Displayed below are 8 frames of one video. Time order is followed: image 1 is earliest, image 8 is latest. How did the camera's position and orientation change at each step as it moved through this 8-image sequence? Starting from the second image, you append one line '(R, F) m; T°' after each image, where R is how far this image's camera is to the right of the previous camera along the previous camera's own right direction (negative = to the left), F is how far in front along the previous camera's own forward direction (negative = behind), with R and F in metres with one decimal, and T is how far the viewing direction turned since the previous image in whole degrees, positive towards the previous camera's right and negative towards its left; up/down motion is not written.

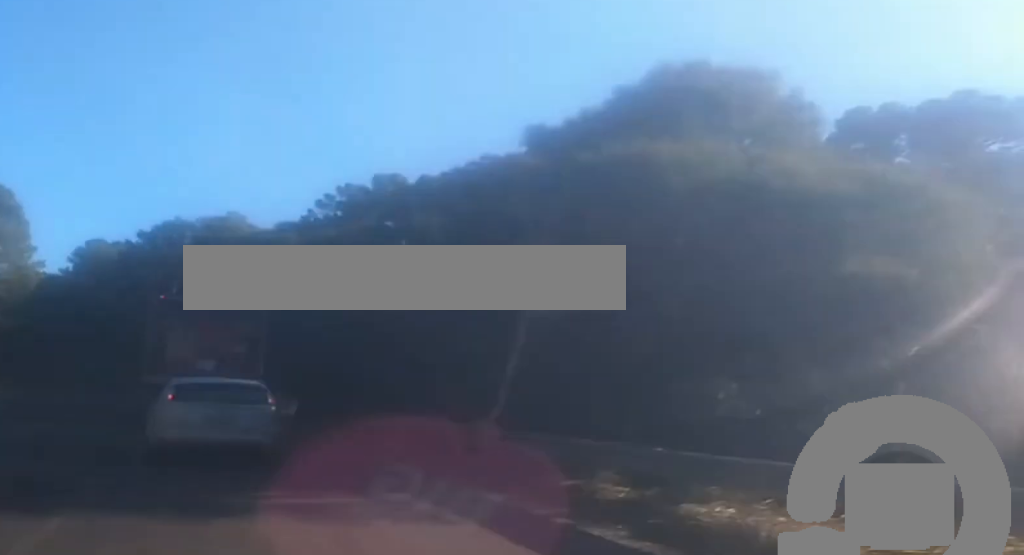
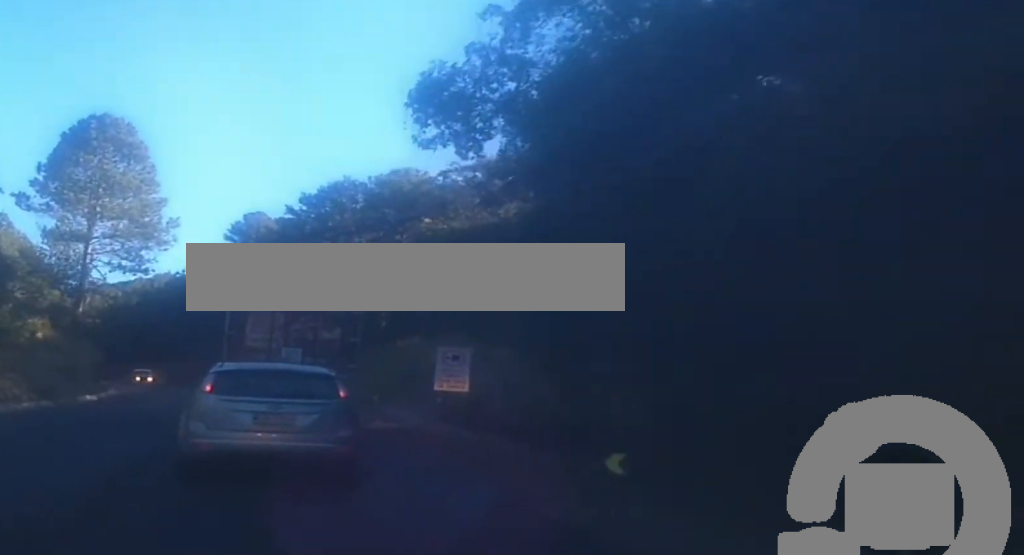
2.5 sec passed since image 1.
(-3.3, +37.9) m; -9°
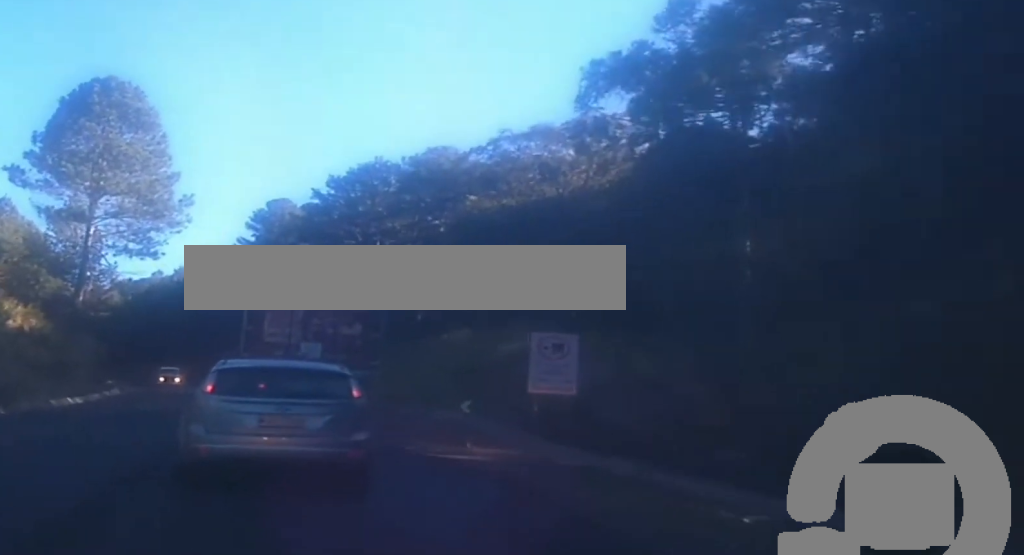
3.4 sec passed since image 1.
(-0.3, +11.9) m; -1°
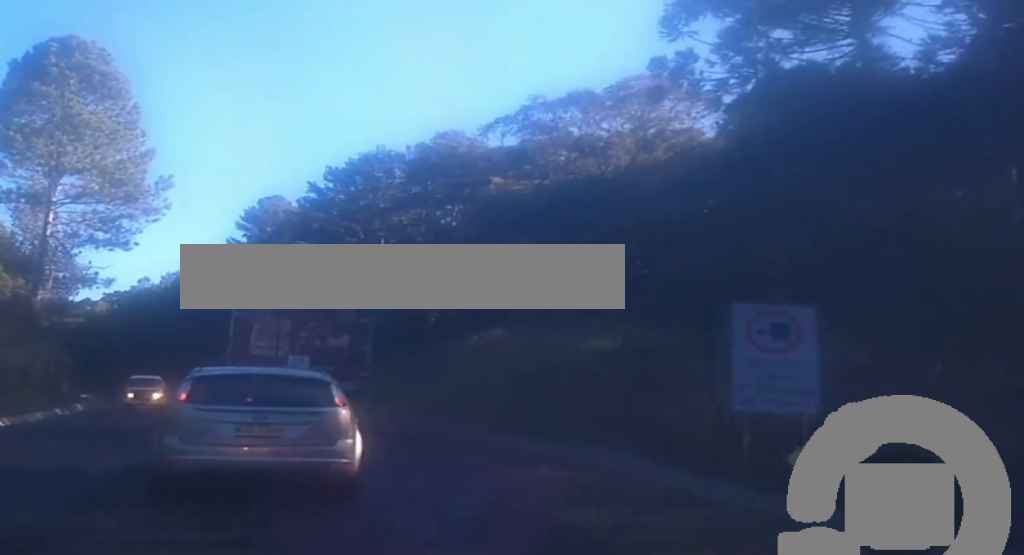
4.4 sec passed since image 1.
(+0.2, +12.8) m; +1°
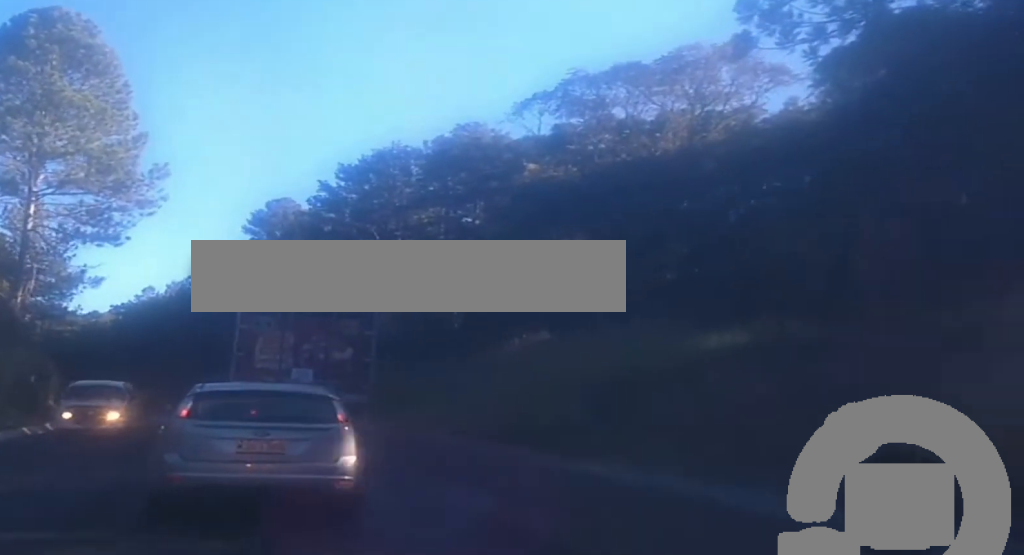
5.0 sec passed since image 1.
(0.0, +8.7) m; 0°
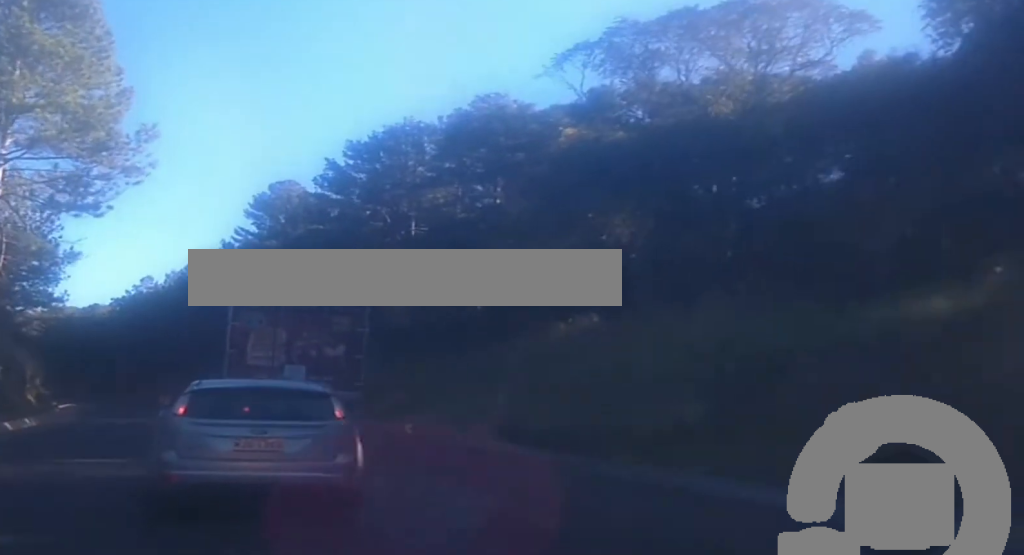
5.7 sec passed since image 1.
(0.0, +8.5) m; 0°
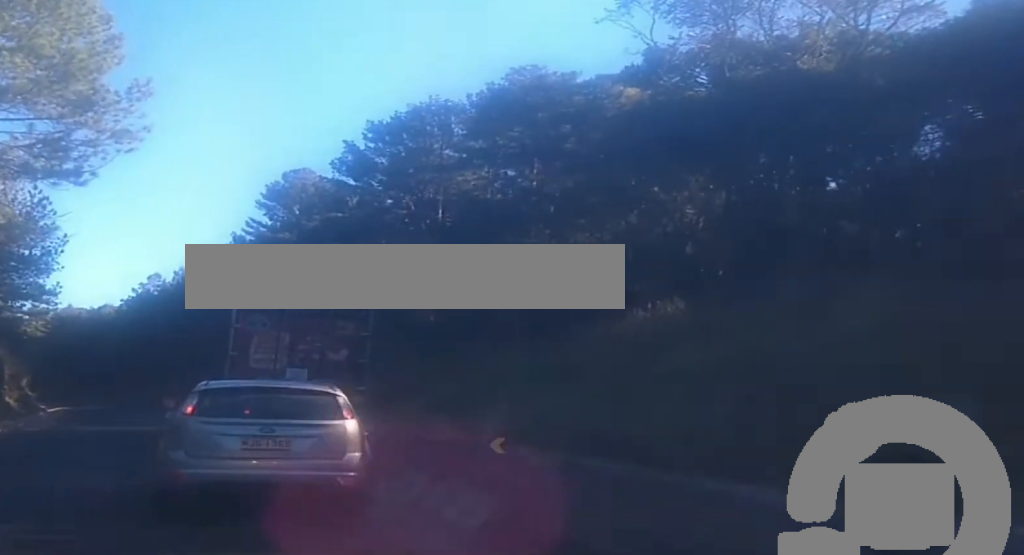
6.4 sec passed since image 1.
(0.0, +8.4) m; 0°
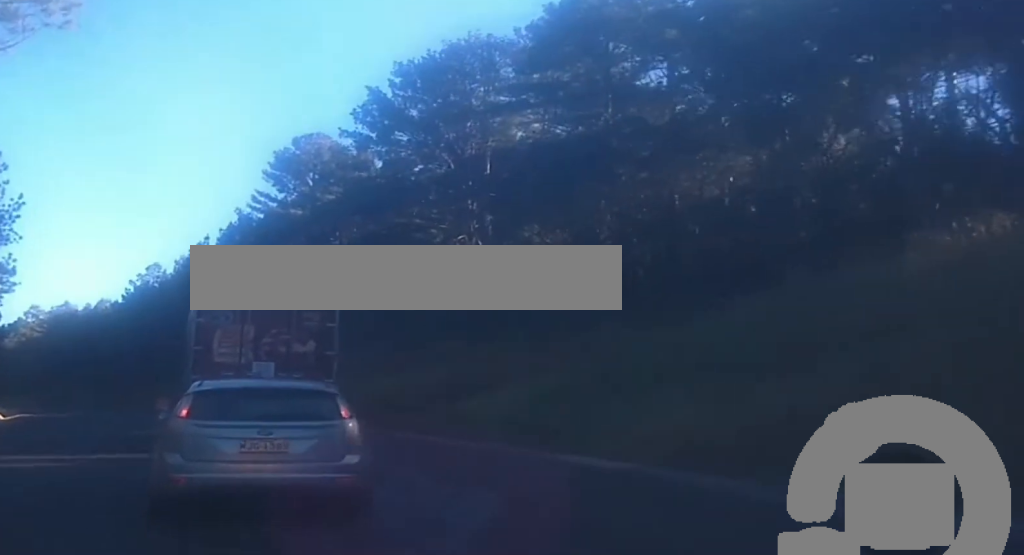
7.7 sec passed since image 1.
(0.0, +16.9) m; -3°
